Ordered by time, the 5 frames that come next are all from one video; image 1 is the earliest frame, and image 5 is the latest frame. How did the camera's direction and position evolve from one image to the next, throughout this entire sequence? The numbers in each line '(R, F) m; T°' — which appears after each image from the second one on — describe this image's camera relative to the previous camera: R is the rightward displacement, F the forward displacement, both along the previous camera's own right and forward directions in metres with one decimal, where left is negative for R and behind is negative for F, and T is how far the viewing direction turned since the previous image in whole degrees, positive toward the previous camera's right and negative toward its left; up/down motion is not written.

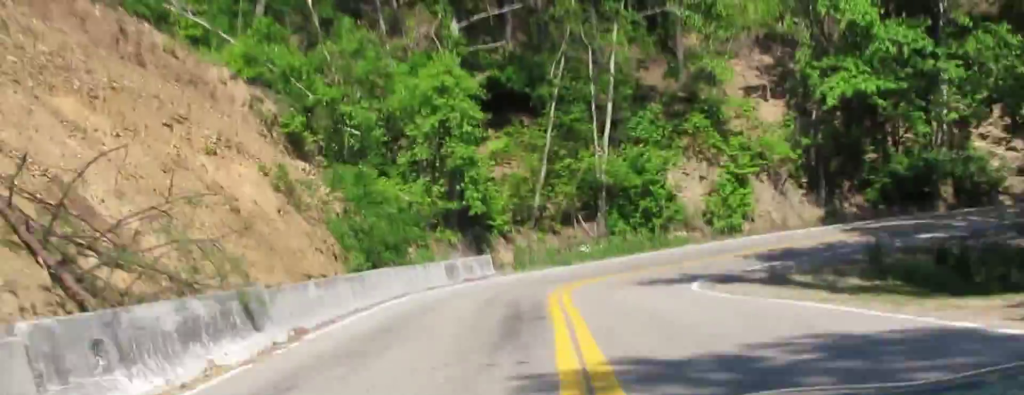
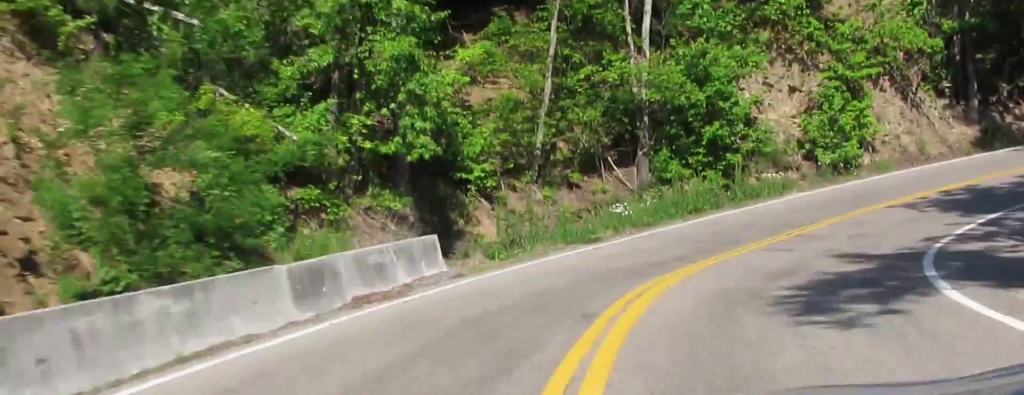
(+0.1, +25.3) m; +7°
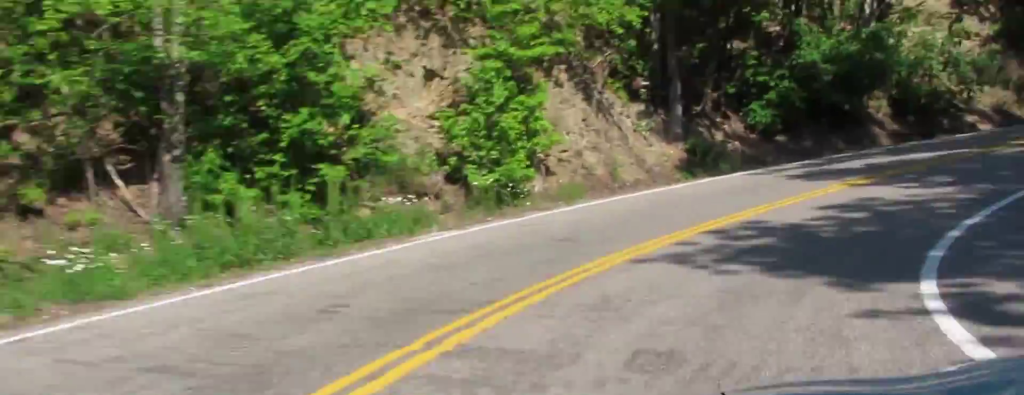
(+1.4, +17.4) m; +24°
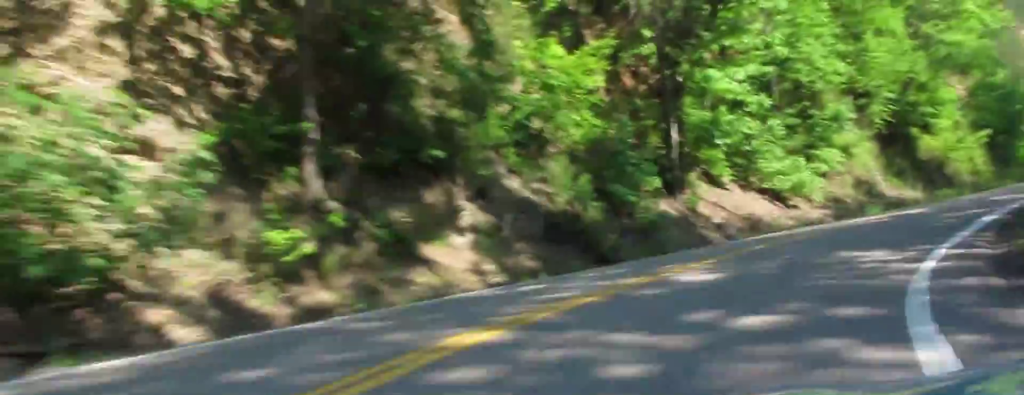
(+10.0, +17.6) m; +47°
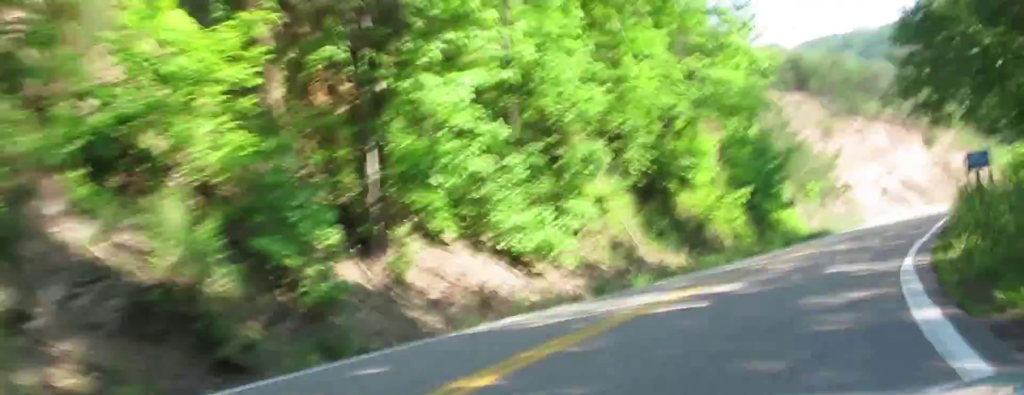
(+2.6, +12.2) m; +10°
